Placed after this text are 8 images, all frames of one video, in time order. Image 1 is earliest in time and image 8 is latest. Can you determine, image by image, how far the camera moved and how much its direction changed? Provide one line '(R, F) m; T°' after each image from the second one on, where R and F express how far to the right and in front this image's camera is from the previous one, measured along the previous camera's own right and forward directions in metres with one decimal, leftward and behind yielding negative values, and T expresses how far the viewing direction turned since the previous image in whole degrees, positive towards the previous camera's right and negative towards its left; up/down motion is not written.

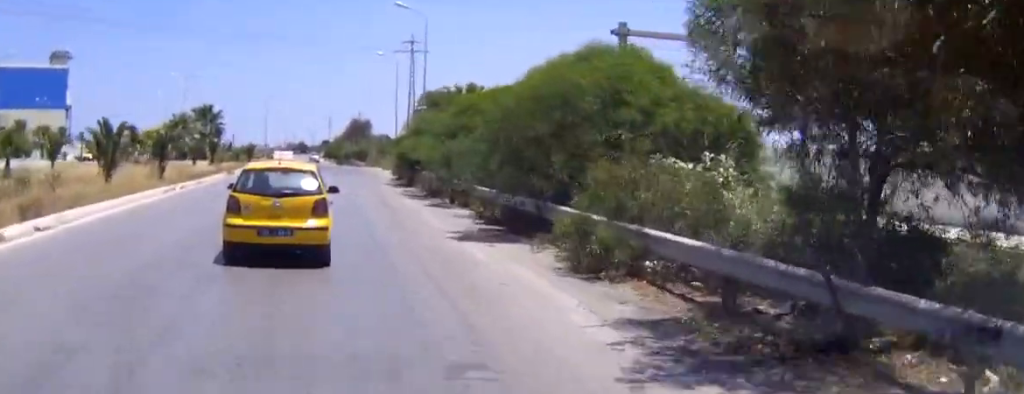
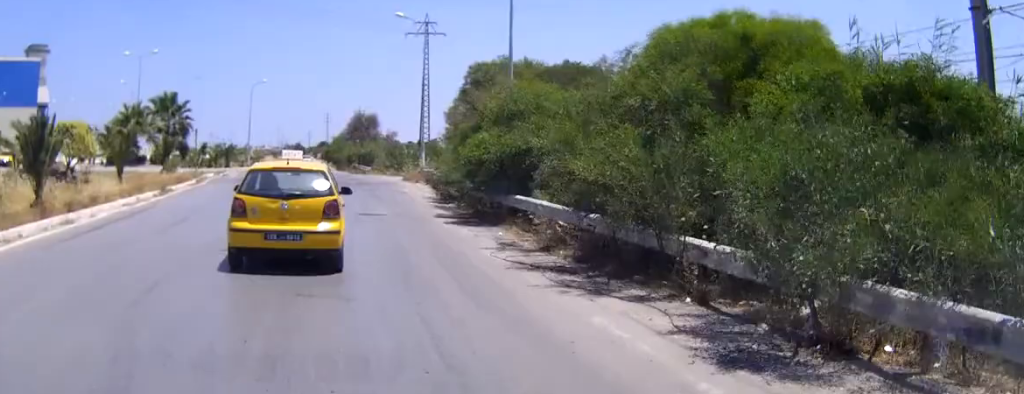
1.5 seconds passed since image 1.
(-0.1, +18.7) m; 0°
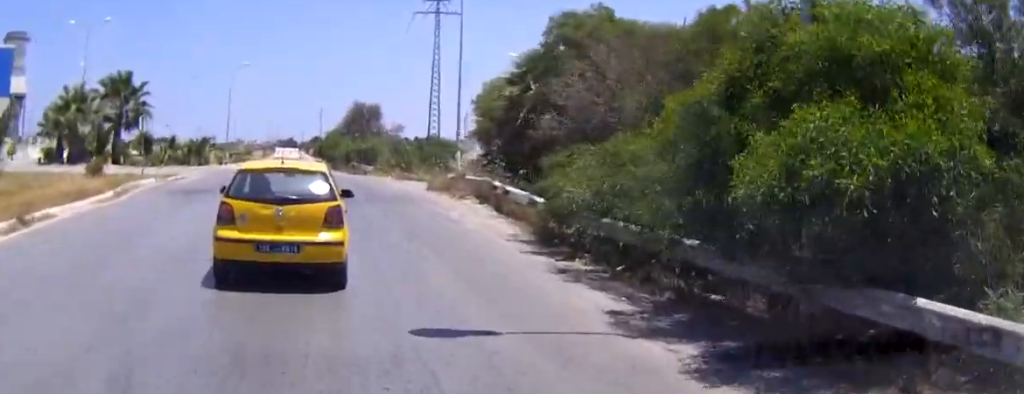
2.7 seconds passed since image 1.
(+0.1, +13.4) m; 0°
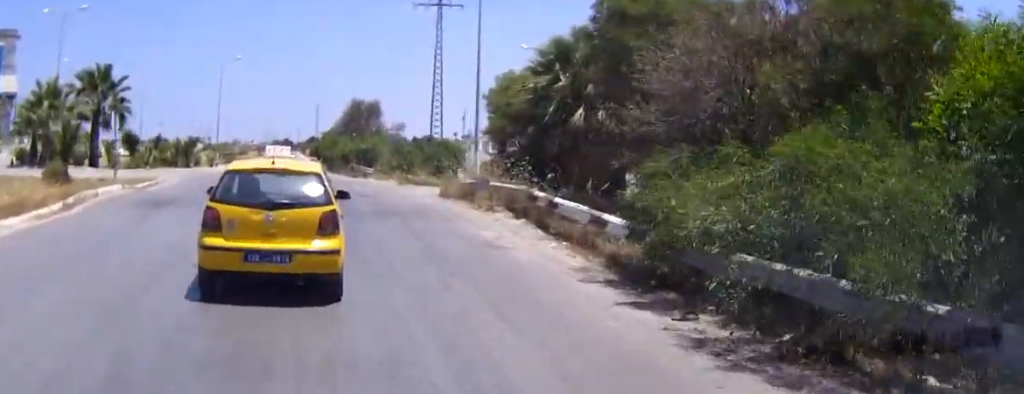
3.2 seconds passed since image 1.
(0.0, +4.3) m; 0°
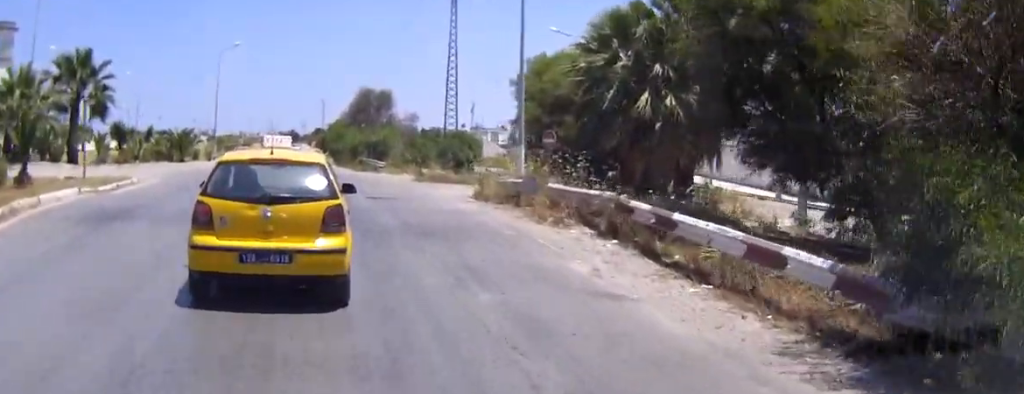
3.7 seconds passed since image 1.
(0.0, +4.9) m; 0°
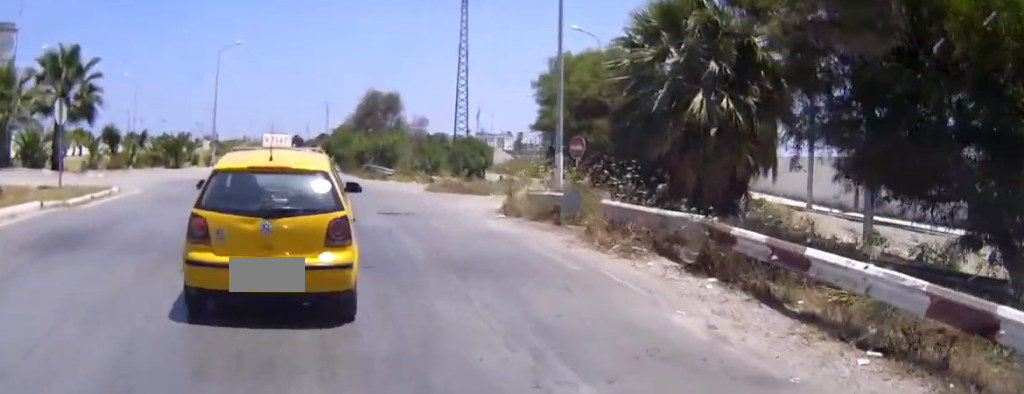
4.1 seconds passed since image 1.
(0.0, +3.1) m; +1°
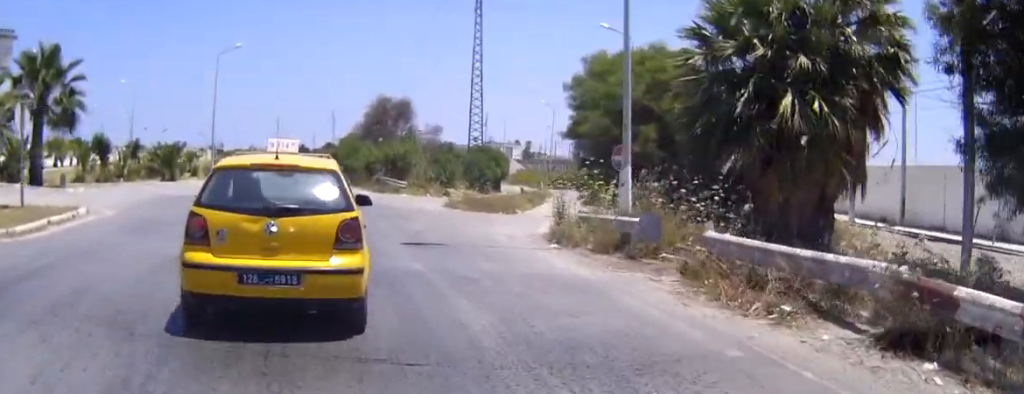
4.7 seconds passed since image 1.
(0.0, +3.8) m; +5°
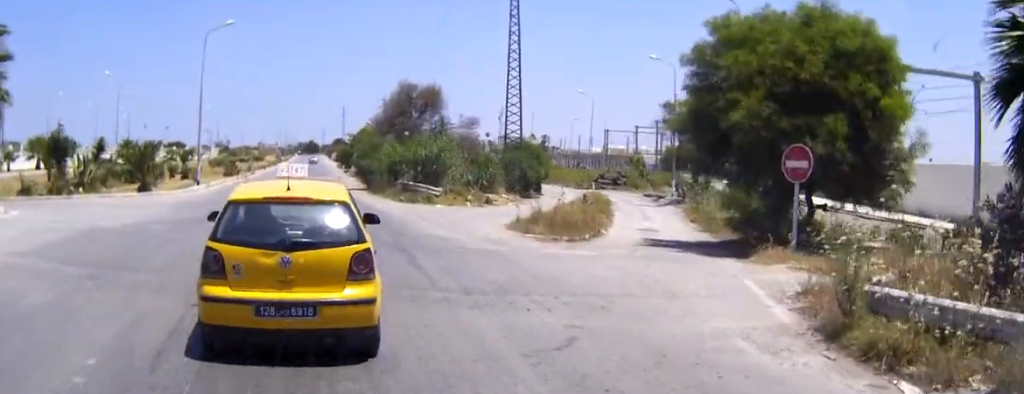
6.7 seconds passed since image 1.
(-0.9, +9.9) m; -15°
